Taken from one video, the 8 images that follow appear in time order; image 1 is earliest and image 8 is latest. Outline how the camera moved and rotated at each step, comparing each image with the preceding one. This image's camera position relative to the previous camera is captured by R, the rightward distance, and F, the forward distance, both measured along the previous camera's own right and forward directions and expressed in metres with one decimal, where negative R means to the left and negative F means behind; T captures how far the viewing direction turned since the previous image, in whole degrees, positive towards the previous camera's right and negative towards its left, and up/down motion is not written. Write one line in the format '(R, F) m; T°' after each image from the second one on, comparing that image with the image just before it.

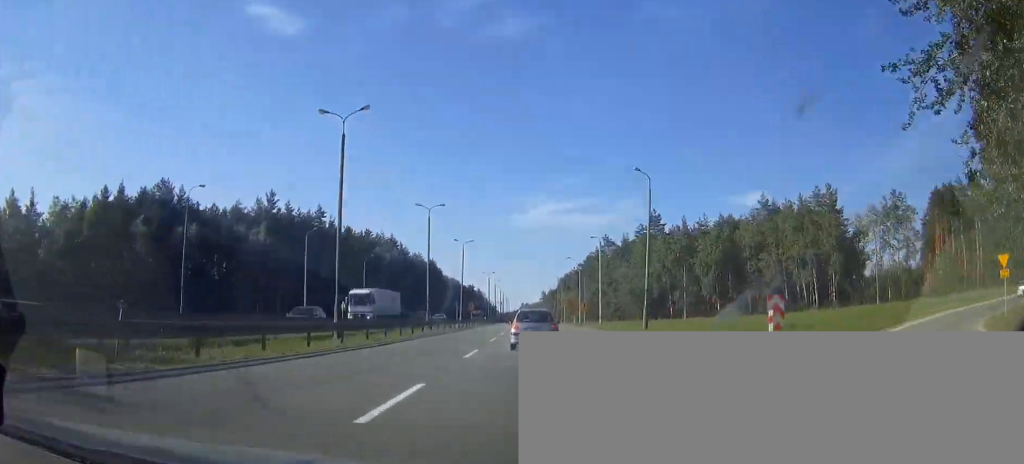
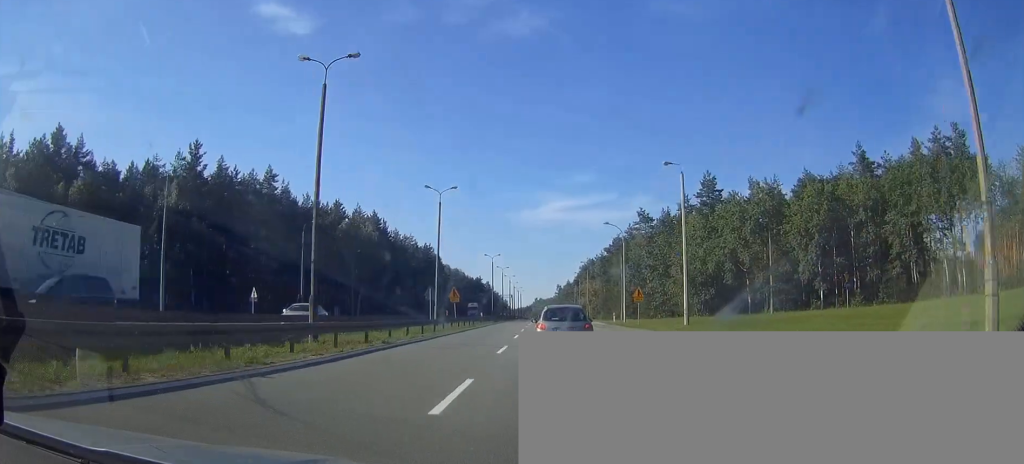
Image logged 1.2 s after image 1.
(-0.2, +35.5) m; -1°
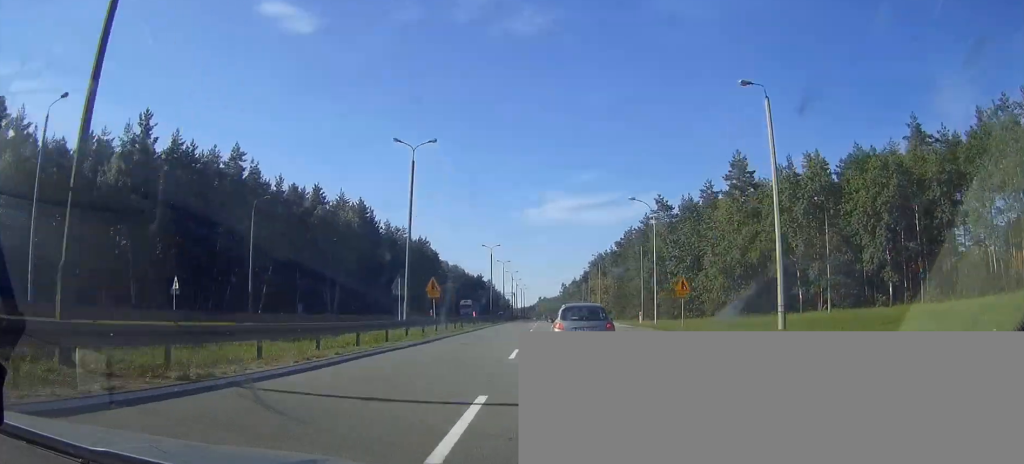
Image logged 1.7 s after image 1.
(0.0, +14.9) m; 0°
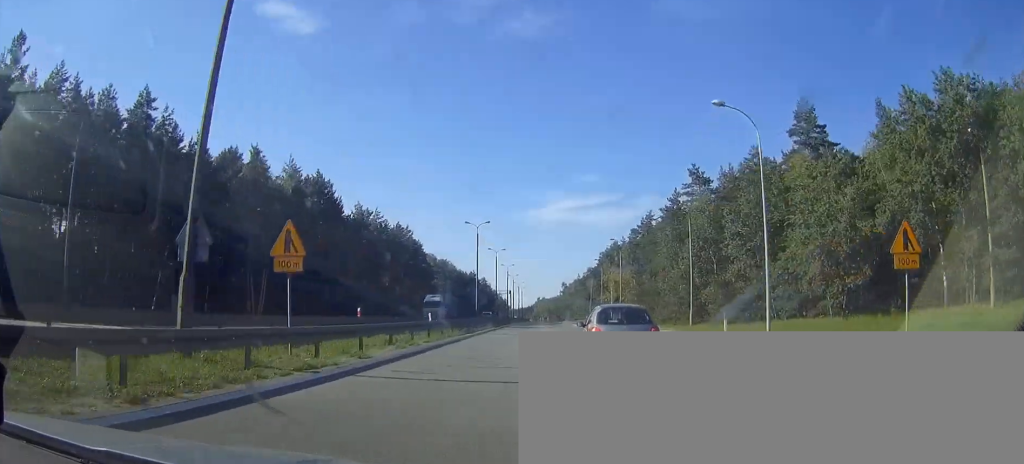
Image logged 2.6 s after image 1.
(-0.2, +26.0) m; 0°
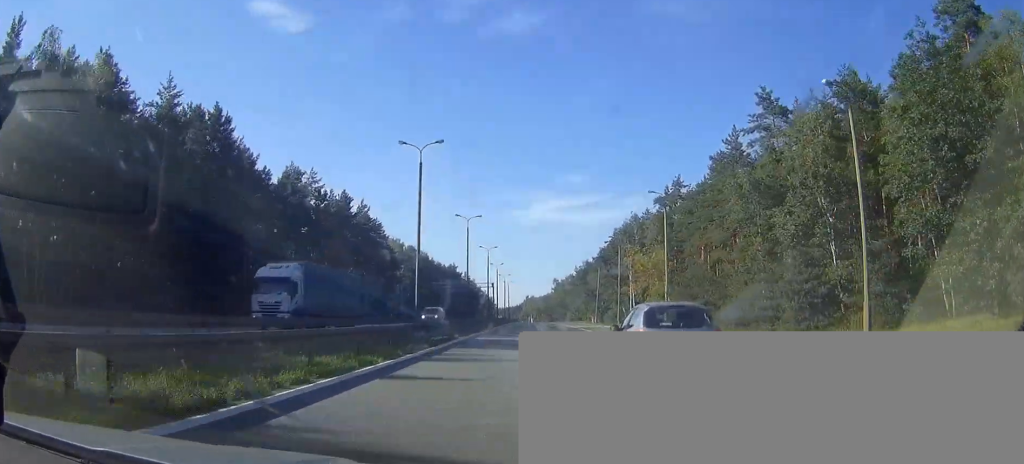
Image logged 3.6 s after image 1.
(+0.2, +32.3) m; +1°
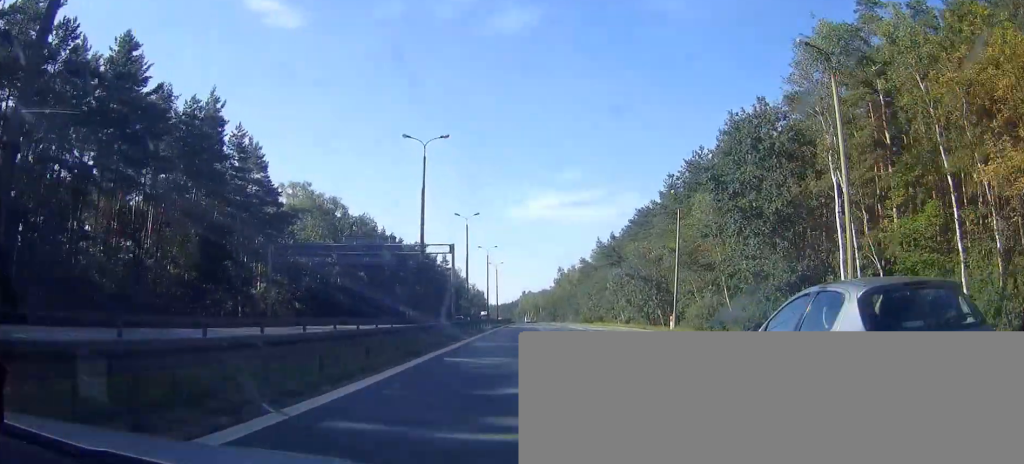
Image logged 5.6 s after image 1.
(+0.4, +60.3) m; 0°
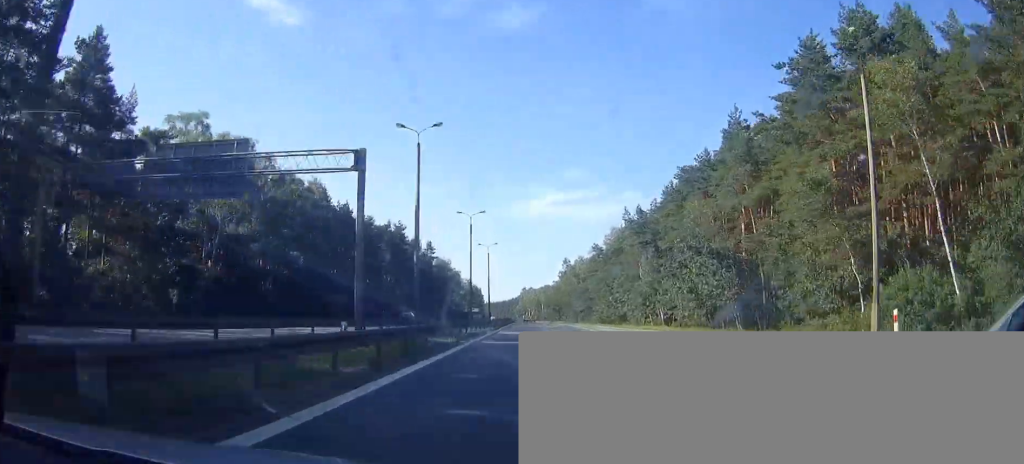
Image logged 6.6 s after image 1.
(-0.1, +30.9) m; 0°
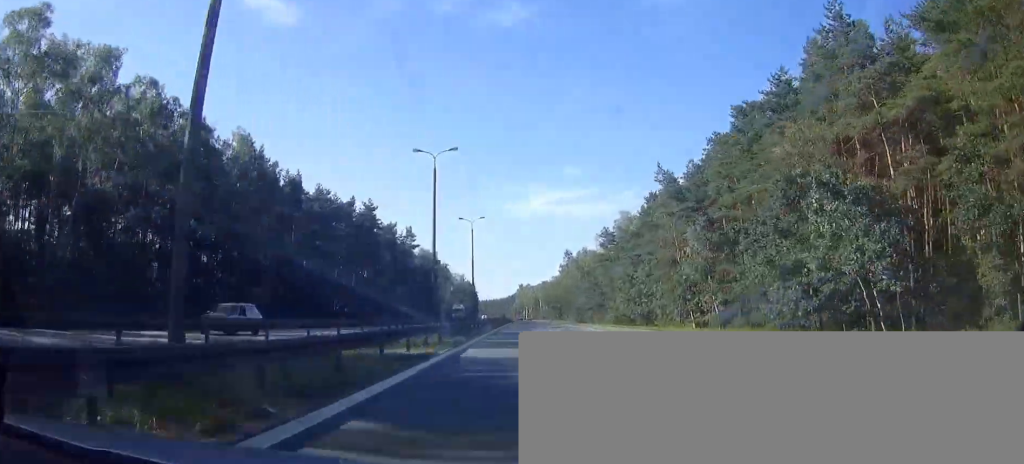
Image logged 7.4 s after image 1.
(0.0, +23.8) m; 0°
